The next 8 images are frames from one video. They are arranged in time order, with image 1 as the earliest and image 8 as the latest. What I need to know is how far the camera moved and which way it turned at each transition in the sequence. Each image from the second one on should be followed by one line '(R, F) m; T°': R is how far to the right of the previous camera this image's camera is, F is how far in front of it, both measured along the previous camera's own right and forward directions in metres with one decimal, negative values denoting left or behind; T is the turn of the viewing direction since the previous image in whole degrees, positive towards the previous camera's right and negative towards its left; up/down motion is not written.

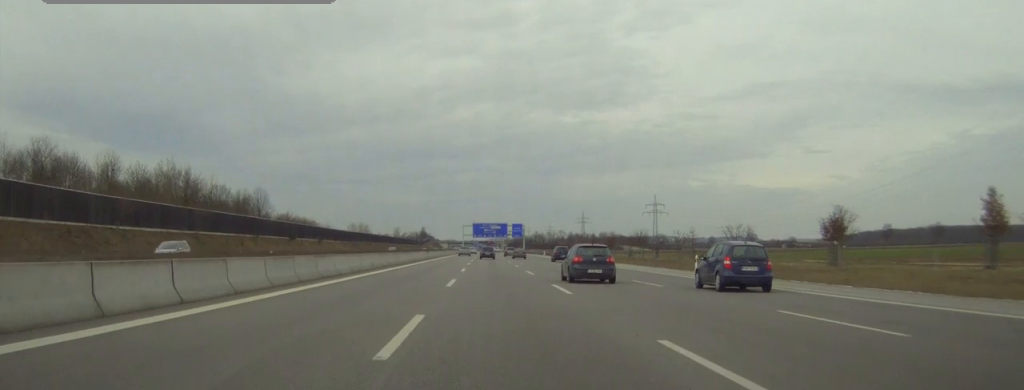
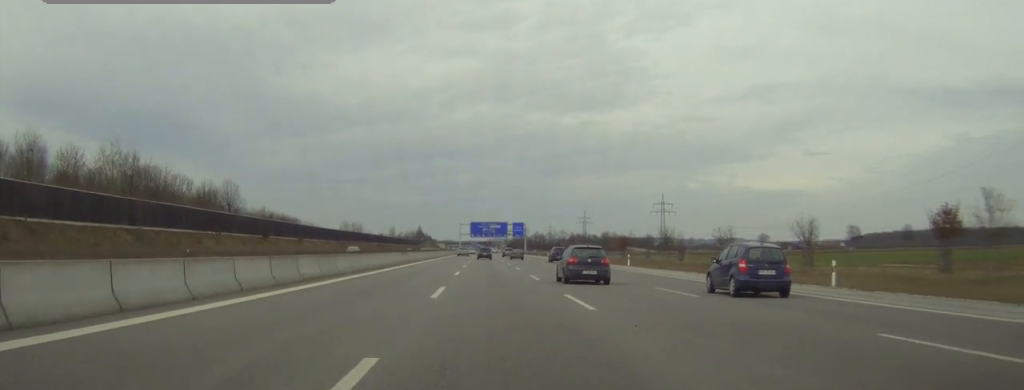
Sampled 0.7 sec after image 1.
(0.0, +23.3) m; 0°
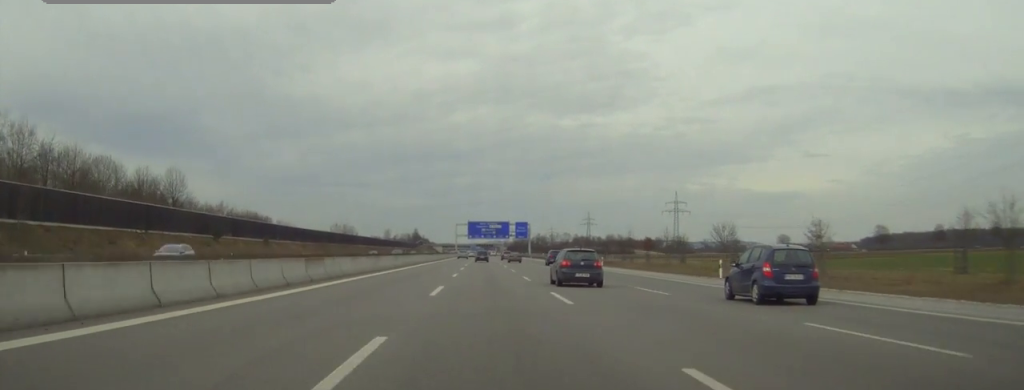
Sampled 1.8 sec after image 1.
(-0.3, +33.4) m; 0°
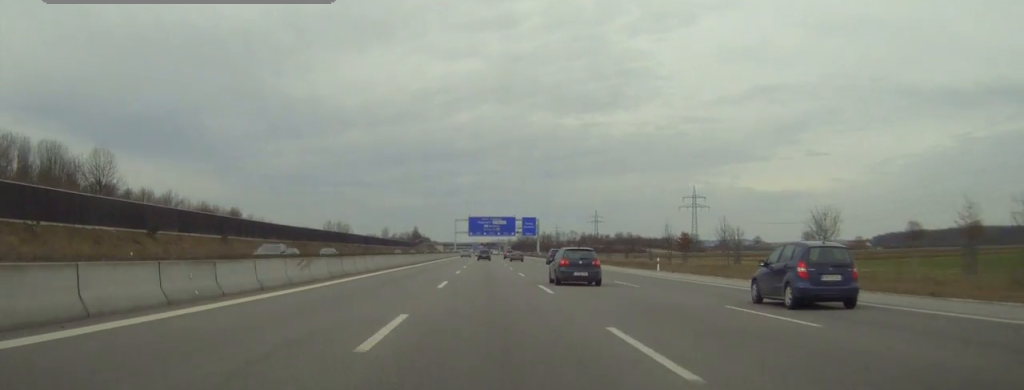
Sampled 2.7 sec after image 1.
(0.0, +30.5) m; 0°
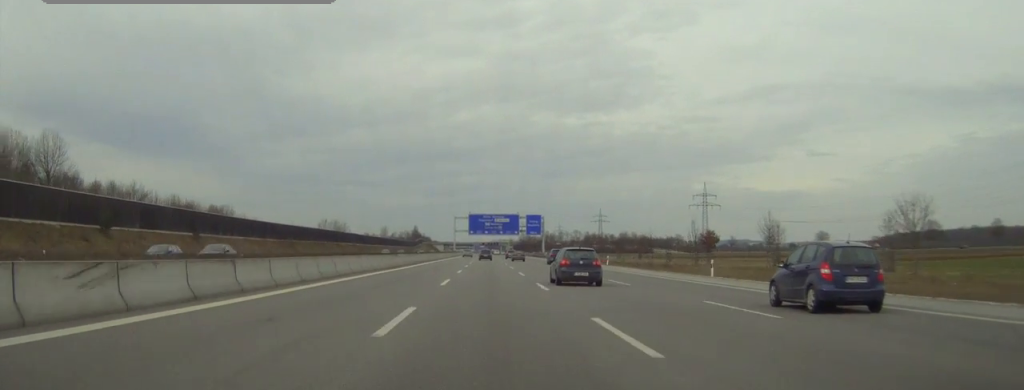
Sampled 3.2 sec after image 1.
(+0.1, +16.5) m; 0°
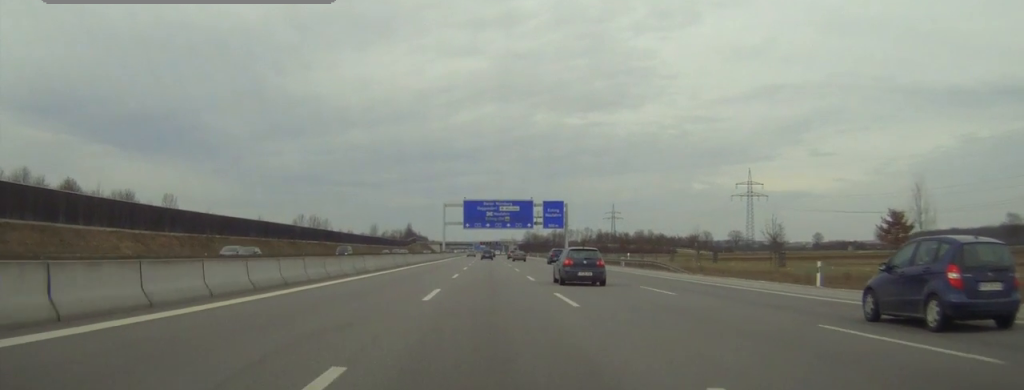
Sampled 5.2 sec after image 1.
(-0.8, +60.9) m; 0°
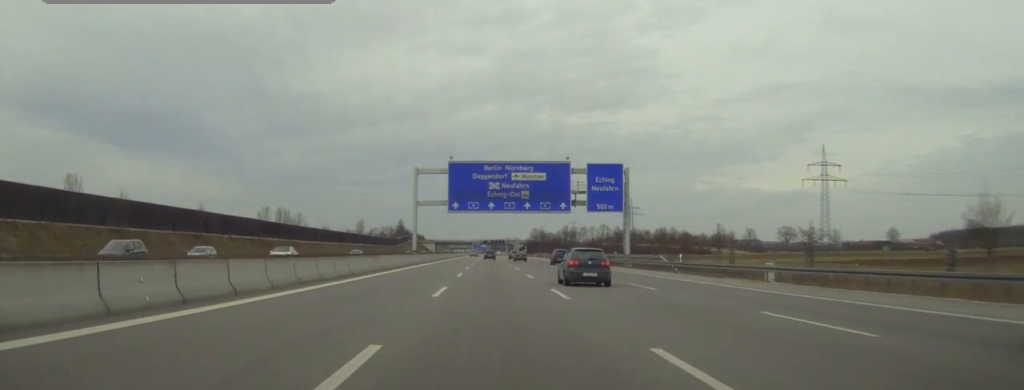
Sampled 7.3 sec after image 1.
(+0.6, +68.2) m; 0°
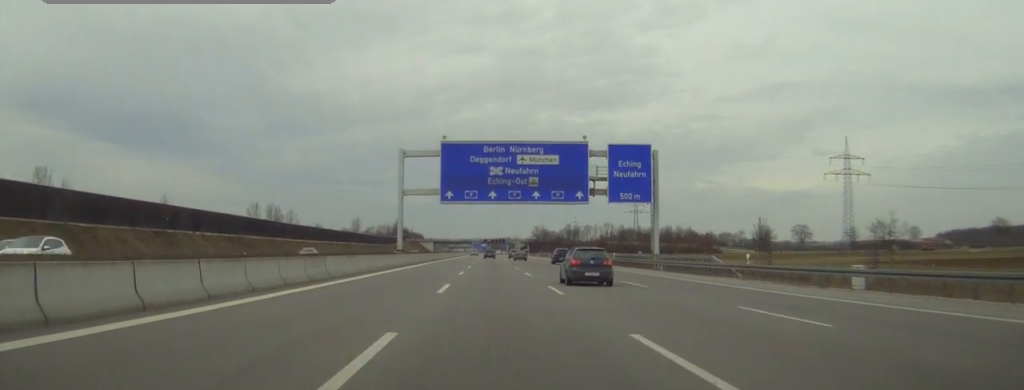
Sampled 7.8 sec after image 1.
(0.0, +16.8) m; 0°
